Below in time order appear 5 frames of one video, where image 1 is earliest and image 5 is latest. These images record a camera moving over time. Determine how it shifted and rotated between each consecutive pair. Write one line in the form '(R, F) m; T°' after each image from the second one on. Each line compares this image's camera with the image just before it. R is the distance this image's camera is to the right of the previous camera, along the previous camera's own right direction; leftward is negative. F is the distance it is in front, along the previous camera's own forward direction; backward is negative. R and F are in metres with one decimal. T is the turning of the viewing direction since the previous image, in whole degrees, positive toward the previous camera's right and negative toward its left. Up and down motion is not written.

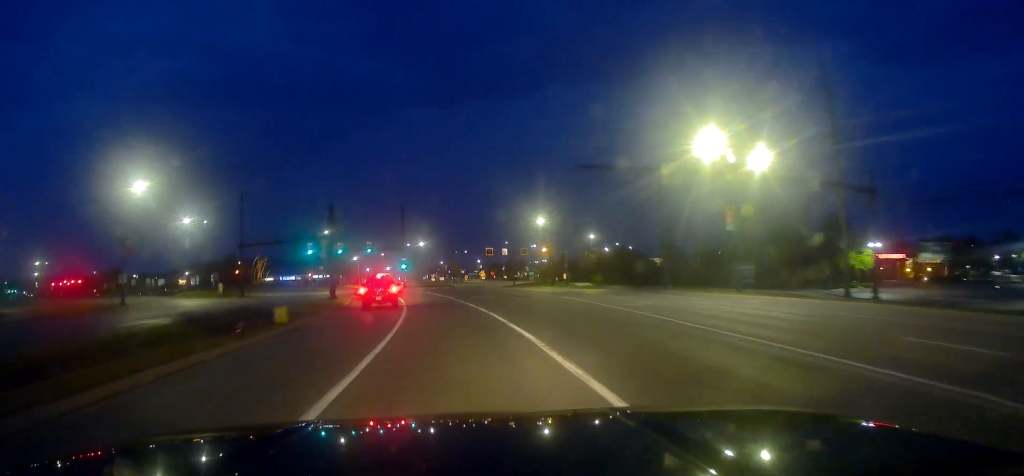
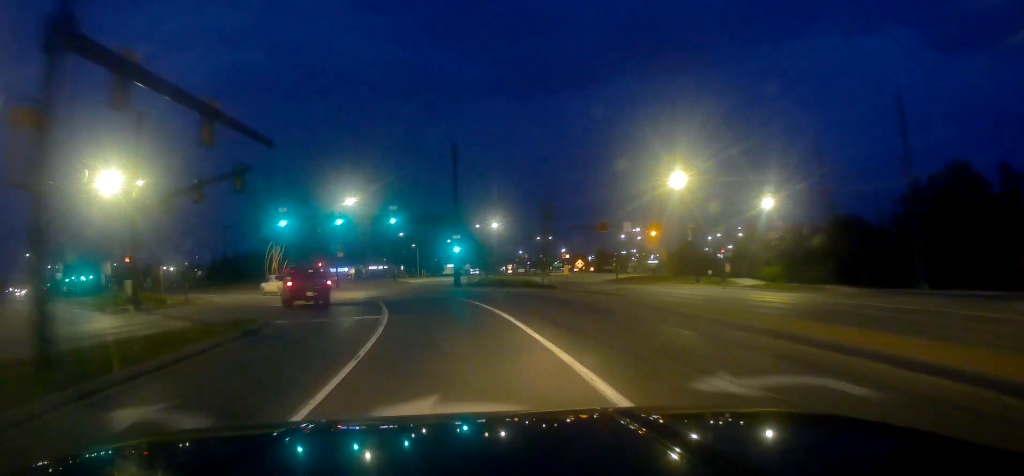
(-0.9, +35.8) m; -5°
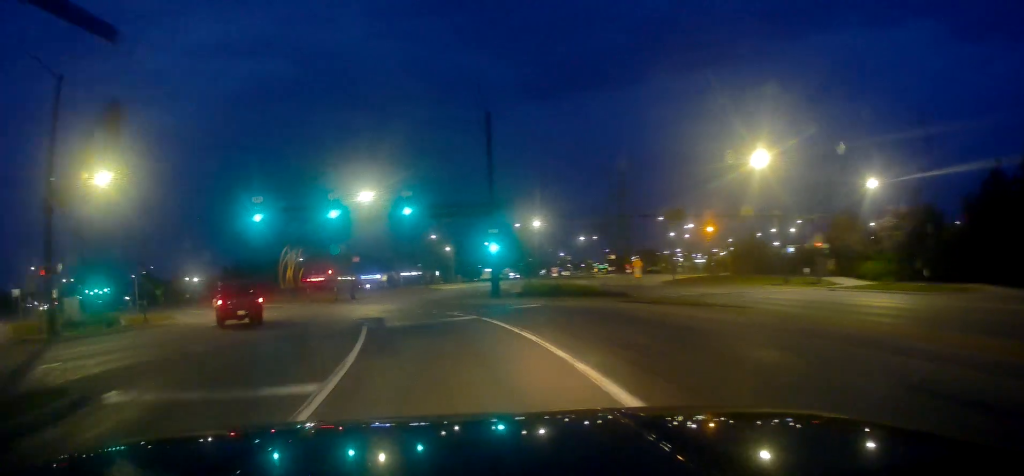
(-0.5, +12.0) m; -1°
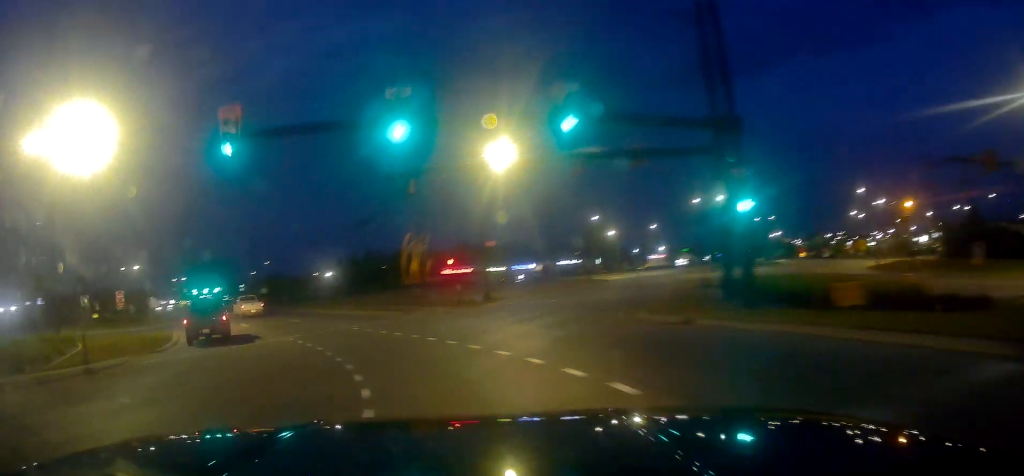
(+0.1, +20.9) m; -6°
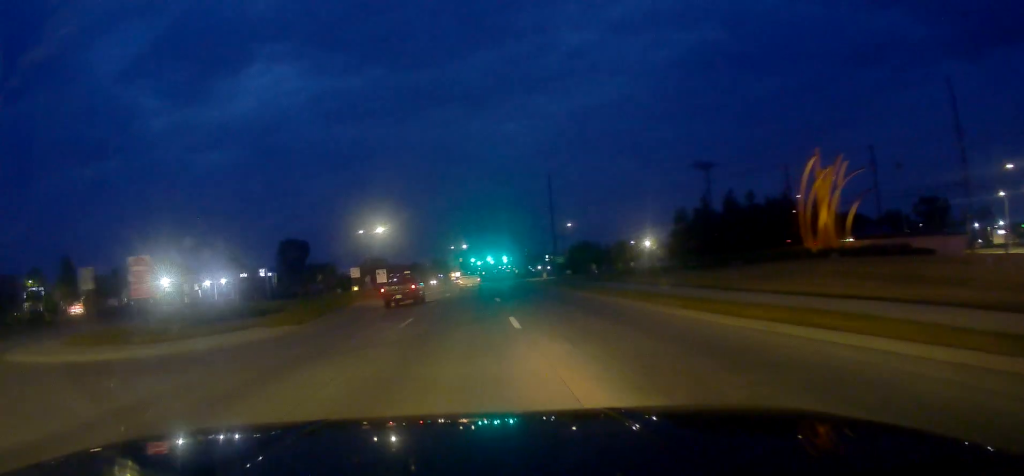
(-8.4, +35.8) m; -32°
